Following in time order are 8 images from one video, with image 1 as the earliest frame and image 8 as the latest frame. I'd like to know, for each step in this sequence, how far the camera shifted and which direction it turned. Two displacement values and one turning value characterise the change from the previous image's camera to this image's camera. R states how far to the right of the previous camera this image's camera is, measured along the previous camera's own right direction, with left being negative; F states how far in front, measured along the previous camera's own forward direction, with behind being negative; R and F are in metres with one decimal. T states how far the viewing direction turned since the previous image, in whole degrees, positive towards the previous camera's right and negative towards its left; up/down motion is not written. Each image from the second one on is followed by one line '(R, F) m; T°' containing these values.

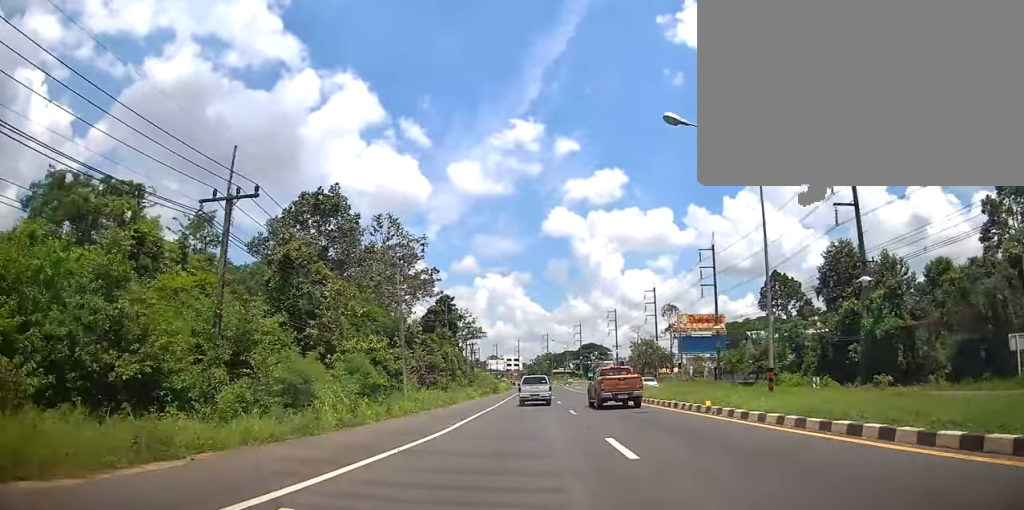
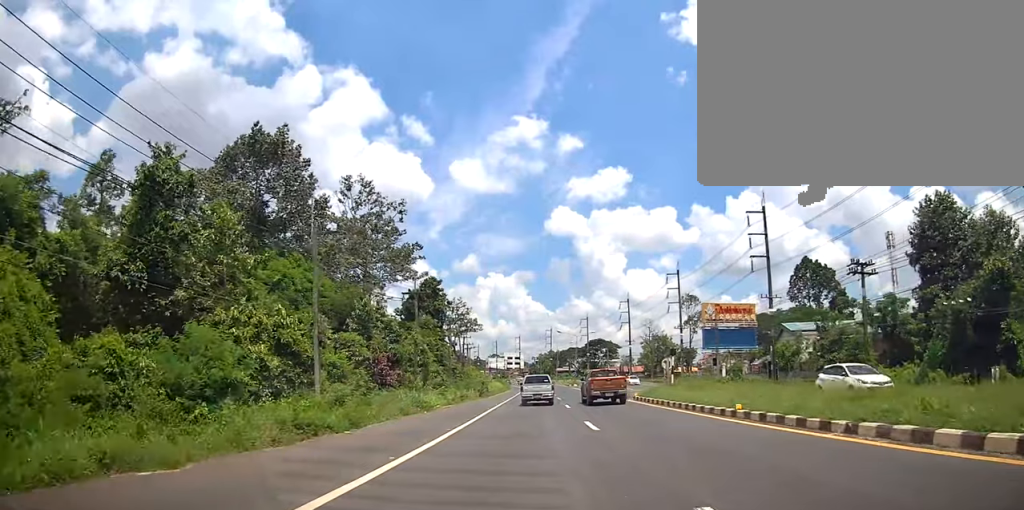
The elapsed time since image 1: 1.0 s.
(0.0, +18.3) m; 0°
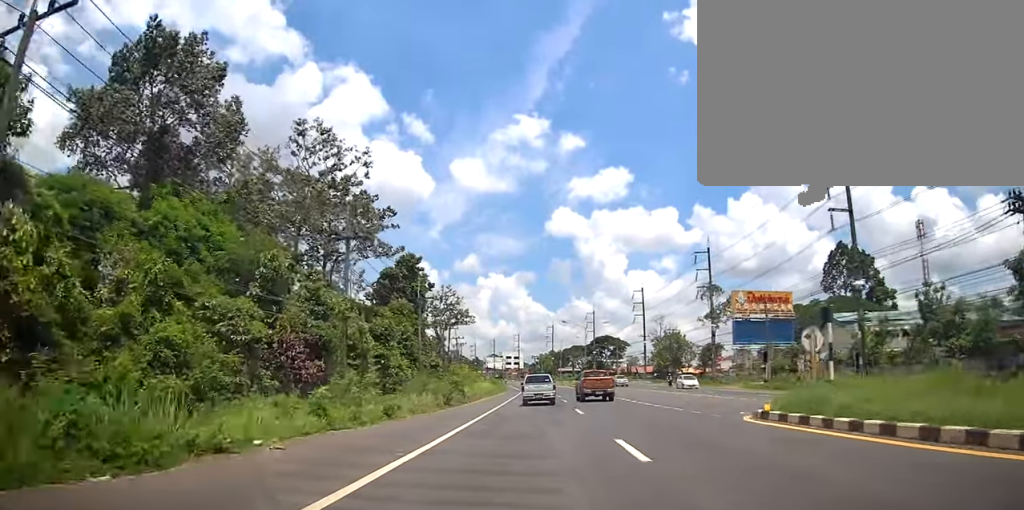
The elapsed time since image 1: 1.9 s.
(+0.1, +17.9) m; 0°
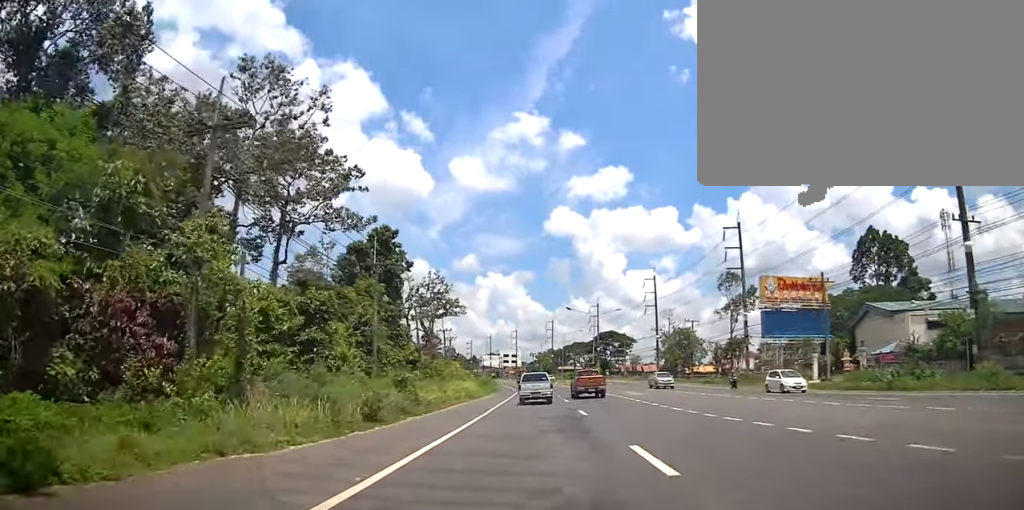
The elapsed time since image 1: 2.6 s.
(-0.1, +13.4) m; 0°
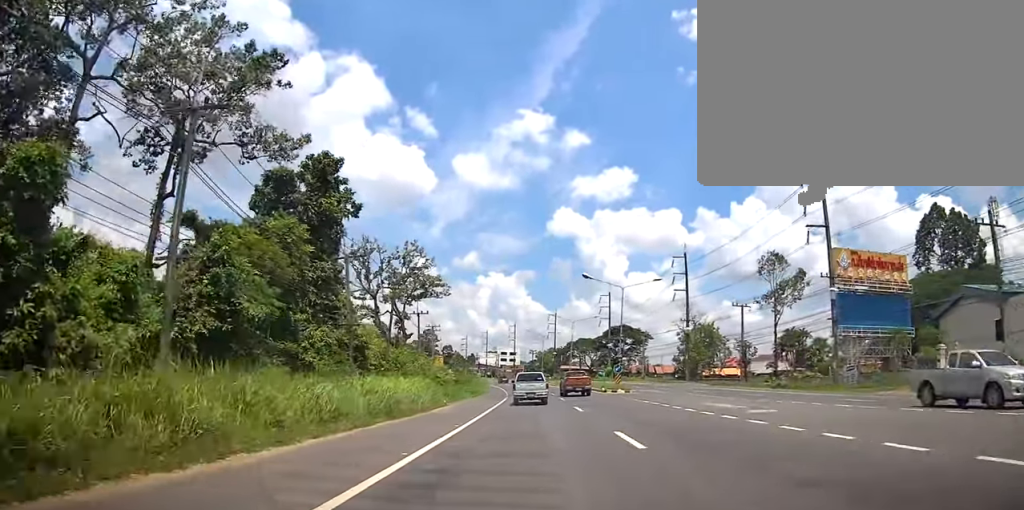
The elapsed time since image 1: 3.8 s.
(+0.2, +21.1) m; 0°
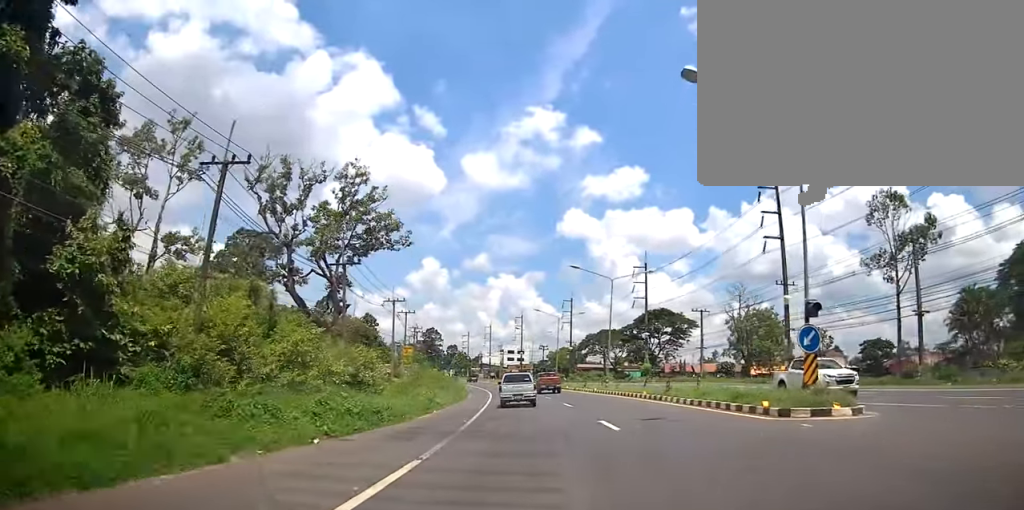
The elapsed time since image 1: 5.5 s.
(+0.2, +31.9) m; +1°
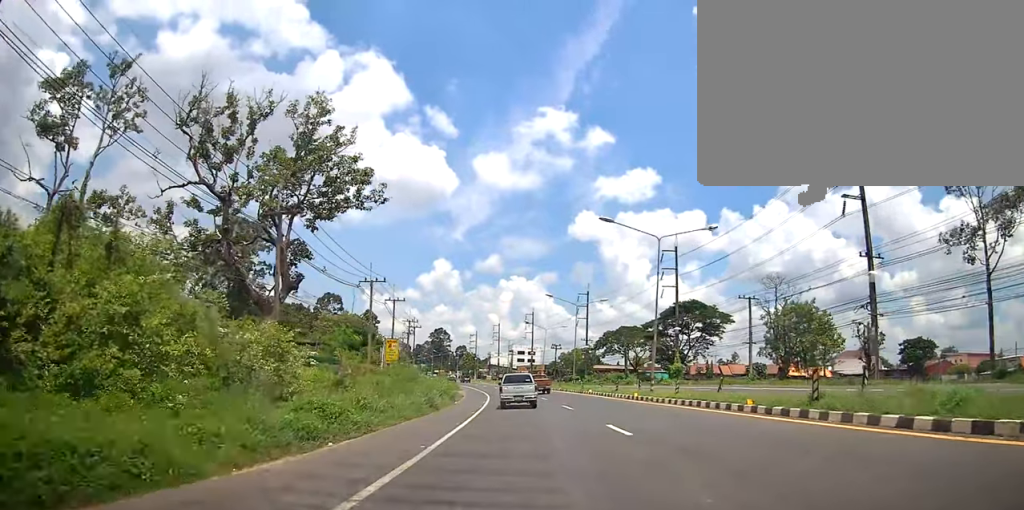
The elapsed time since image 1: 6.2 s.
(-0.1, +13.2) m; -1°
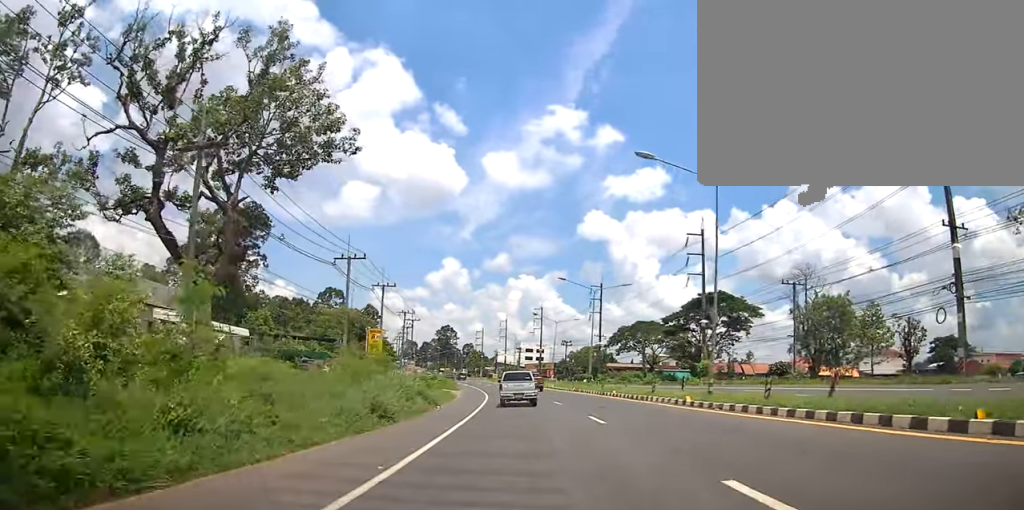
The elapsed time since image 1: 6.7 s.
(0.0, +8.9) m; -1°
